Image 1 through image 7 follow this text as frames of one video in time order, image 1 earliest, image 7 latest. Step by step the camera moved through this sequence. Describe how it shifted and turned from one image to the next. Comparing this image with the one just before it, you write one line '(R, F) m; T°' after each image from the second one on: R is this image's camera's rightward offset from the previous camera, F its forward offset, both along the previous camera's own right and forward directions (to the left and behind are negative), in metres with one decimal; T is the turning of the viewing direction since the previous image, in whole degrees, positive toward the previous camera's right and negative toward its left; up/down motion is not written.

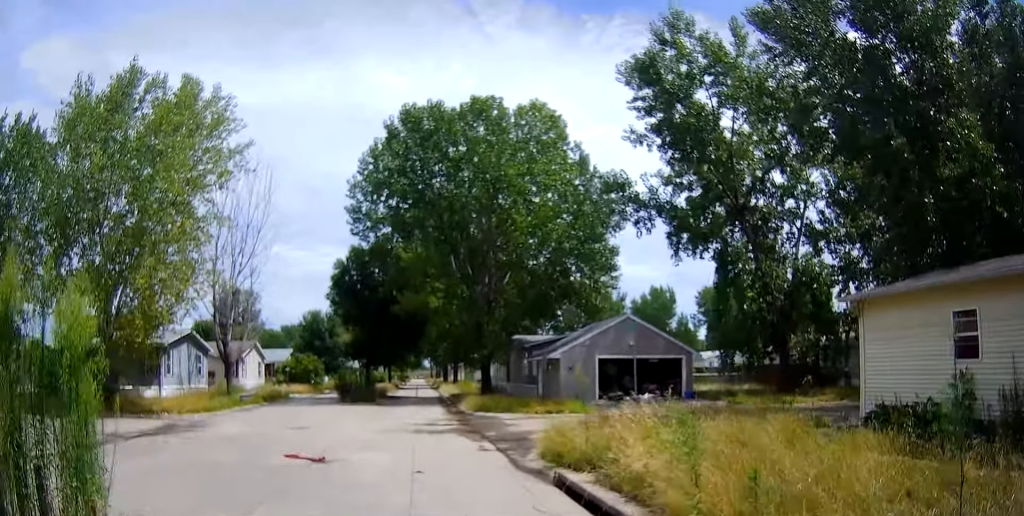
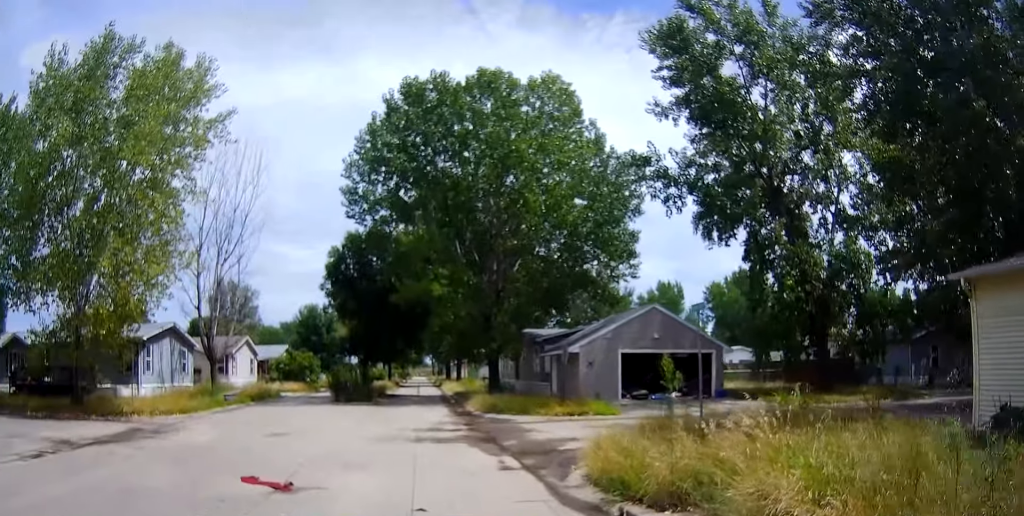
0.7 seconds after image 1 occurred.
(0.0, +3.3) m; 0°
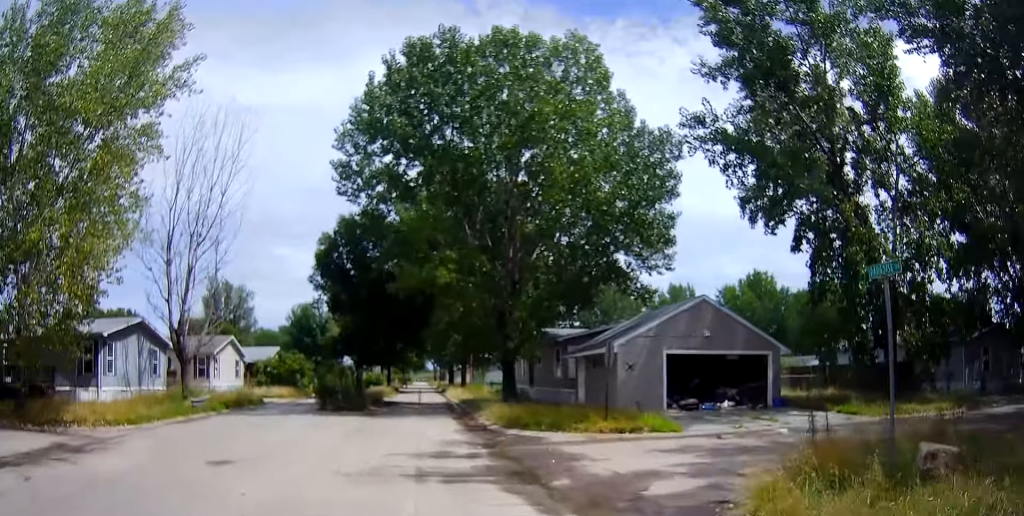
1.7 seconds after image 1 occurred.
(0.0, +5.1) m; 0°
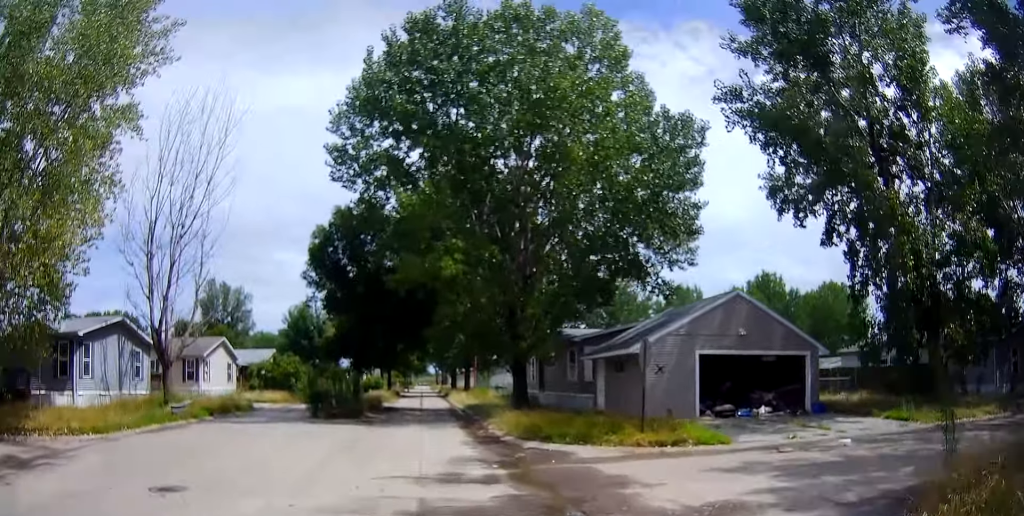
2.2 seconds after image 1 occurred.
(0.0, +2.7) m; 0°
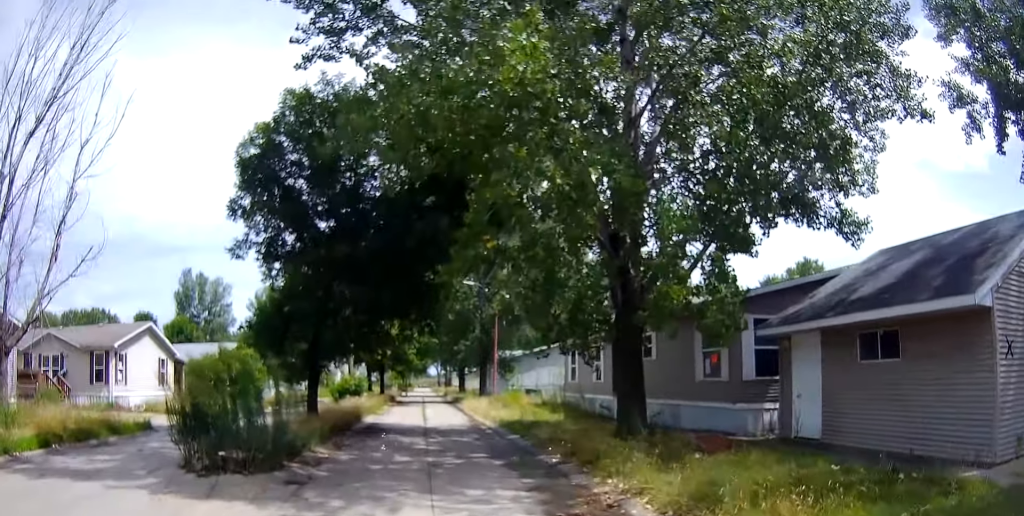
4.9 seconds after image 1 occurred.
(+0.4, +13.5) m; +5°
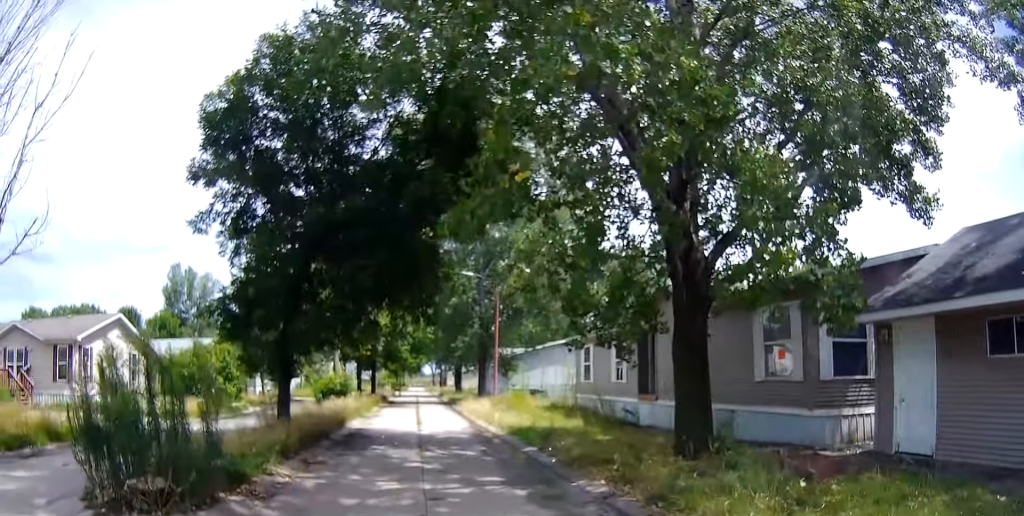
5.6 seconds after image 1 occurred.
(0.0, +3.3) m; 0°
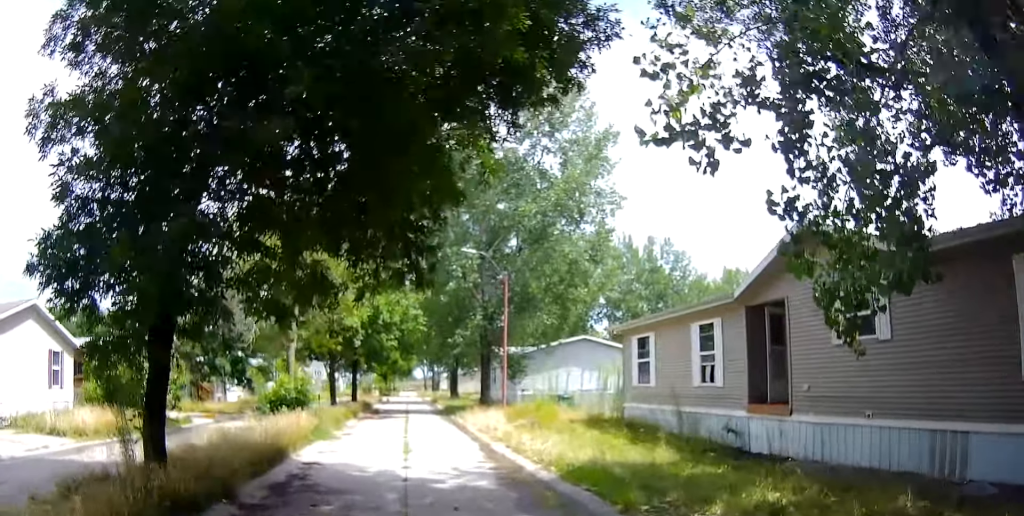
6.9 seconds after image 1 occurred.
(-0.2, +7.4) m; -4°
